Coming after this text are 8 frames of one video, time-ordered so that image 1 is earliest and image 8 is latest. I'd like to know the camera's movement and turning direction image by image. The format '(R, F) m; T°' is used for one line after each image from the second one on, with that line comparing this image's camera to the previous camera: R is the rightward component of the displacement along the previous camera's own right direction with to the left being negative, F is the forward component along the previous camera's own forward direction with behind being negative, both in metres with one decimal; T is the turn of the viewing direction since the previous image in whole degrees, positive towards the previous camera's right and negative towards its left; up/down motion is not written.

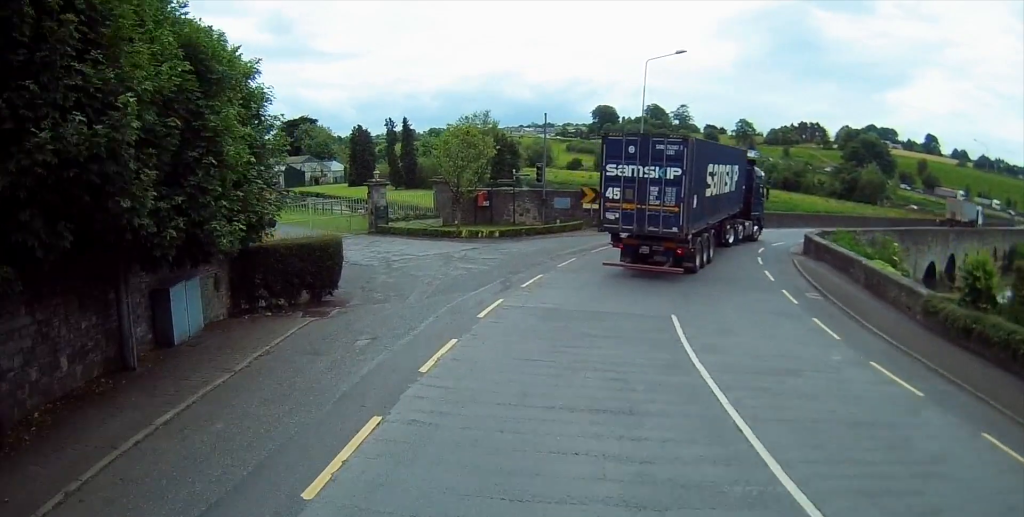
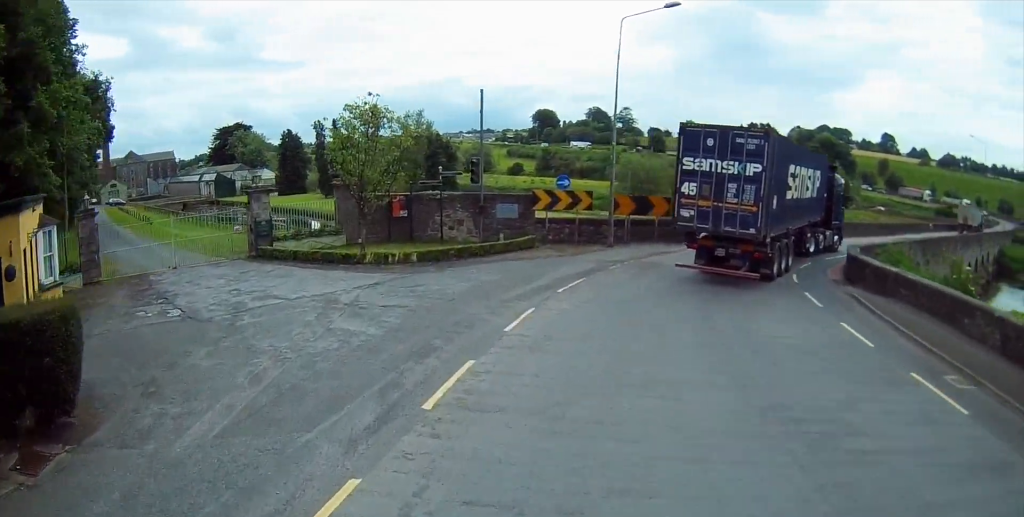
(+0.2, +10.2) m; +5°
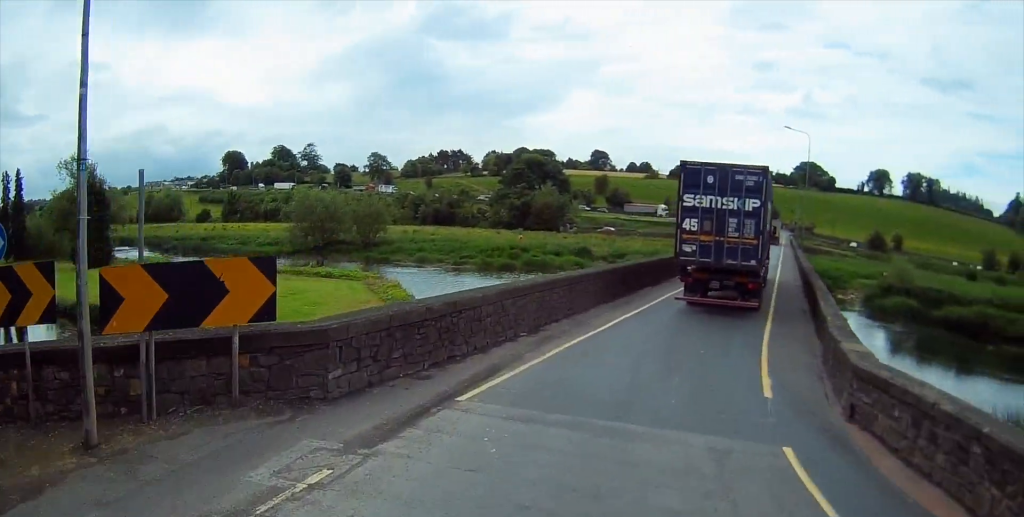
(+3.5, +20.0) m; +22°
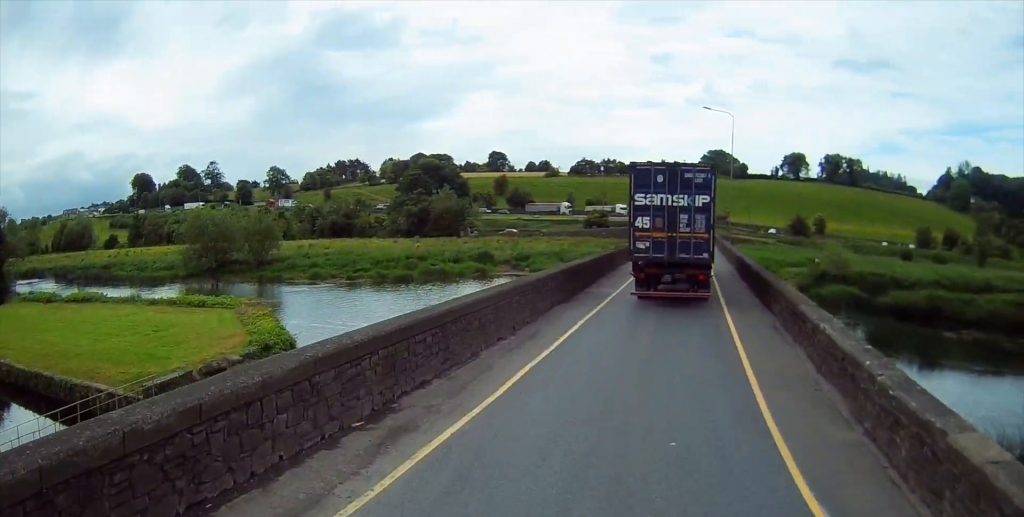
(+0.3, +5.7) m; +8°
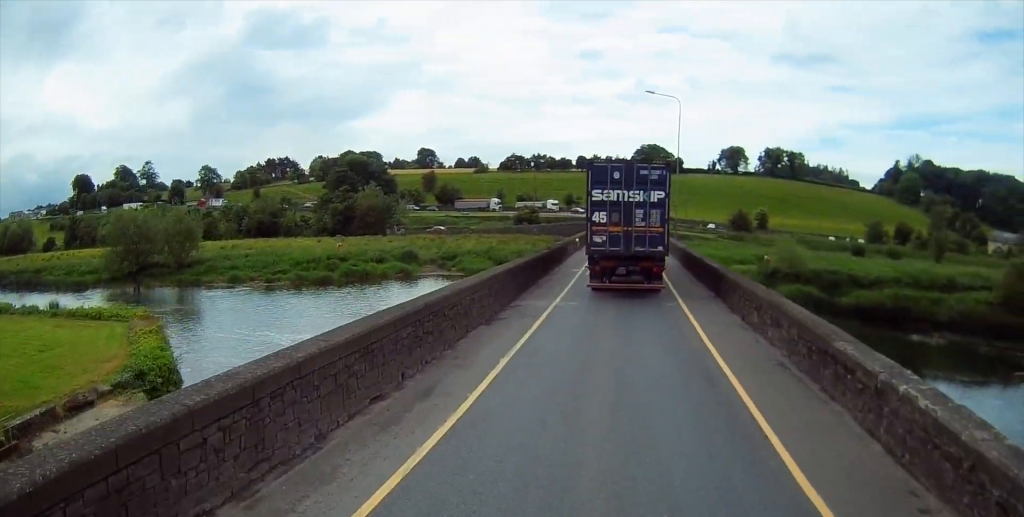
(+0.3, +4.9) m; +7°
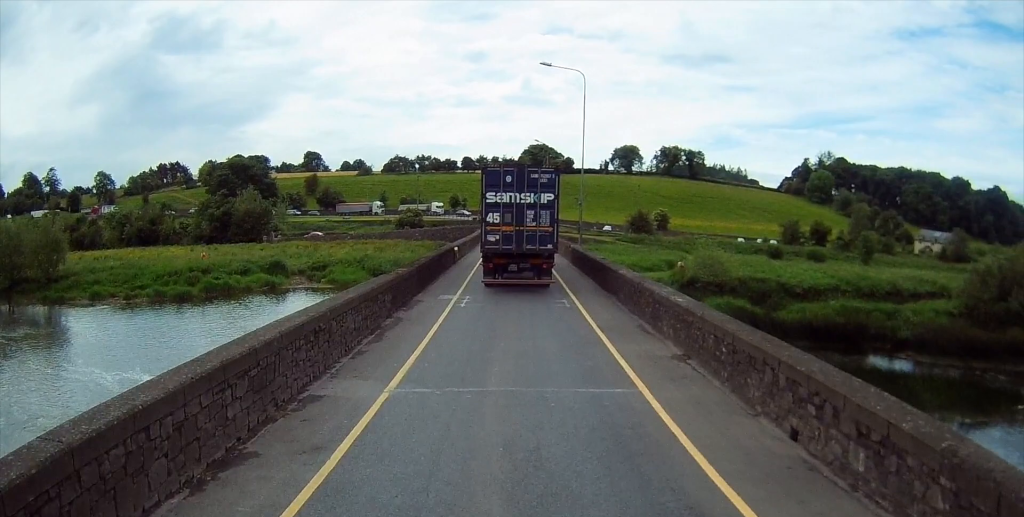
(+1.1, +9.1) m; +9°
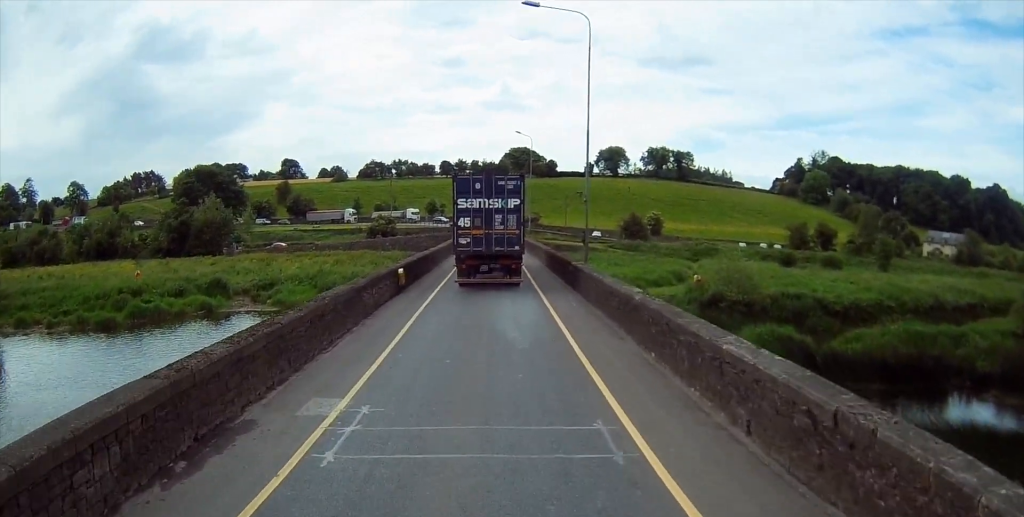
(+0.6, +11.5) m; +5°
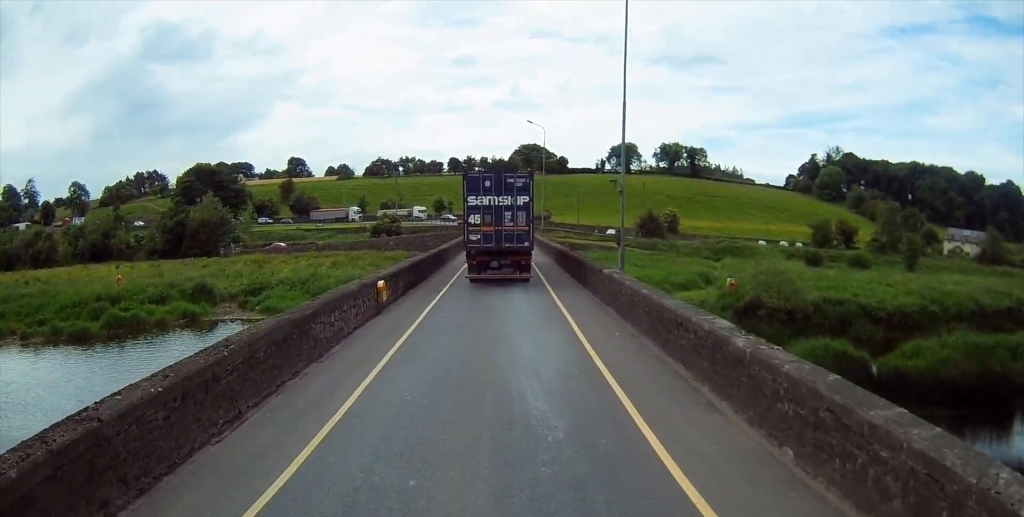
(+0.1, +5.5) m; 0°
